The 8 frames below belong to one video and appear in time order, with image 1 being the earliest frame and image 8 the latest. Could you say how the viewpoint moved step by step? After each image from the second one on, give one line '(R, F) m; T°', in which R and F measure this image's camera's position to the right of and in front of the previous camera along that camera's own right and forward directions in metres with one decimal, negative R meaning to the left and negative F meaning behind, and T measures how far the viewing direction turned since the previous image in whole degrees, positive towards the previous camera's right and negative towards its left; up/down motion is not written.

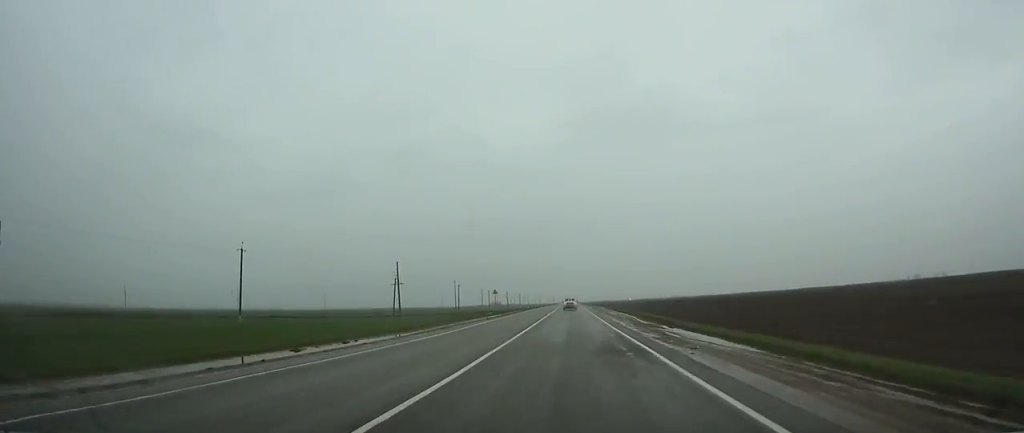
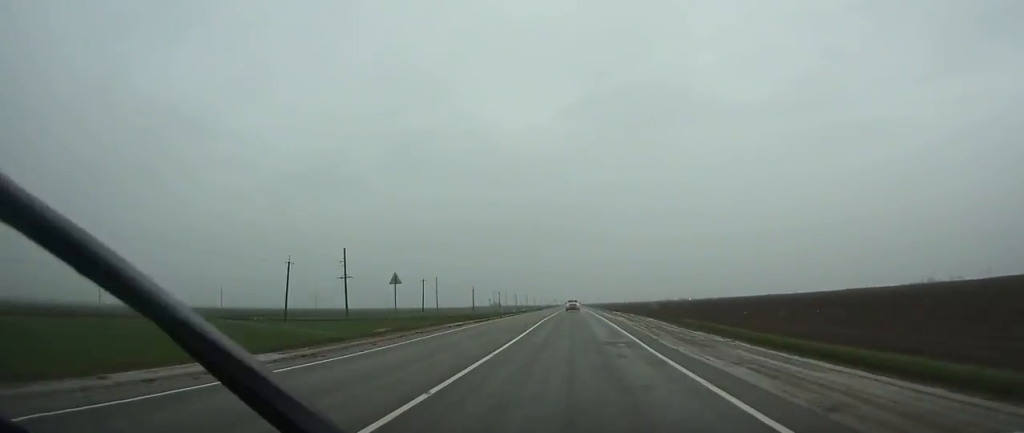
(-0.4, +49.9) m; 0°
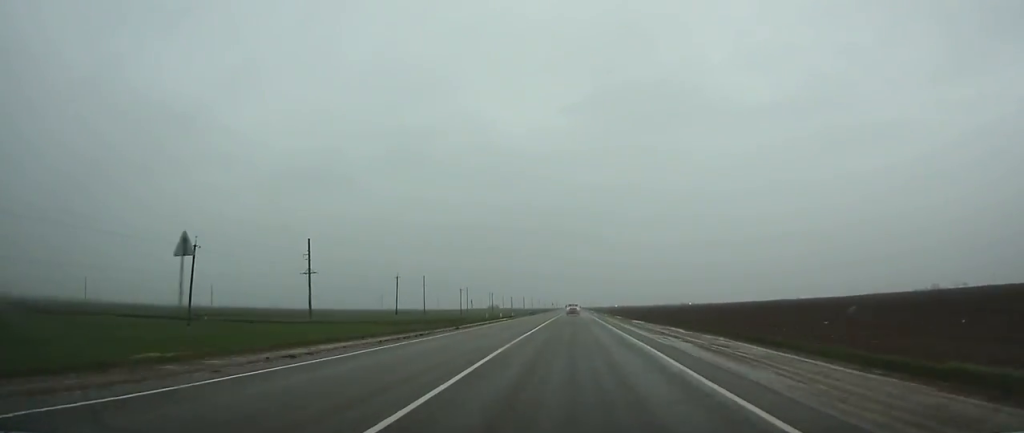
(0.0, +21.1) m; 0°
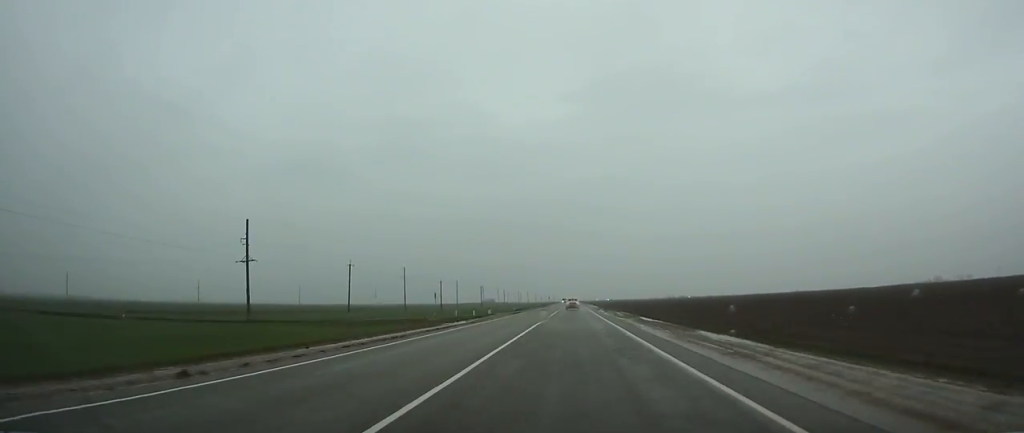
(0.0, +25.6) m; 0°
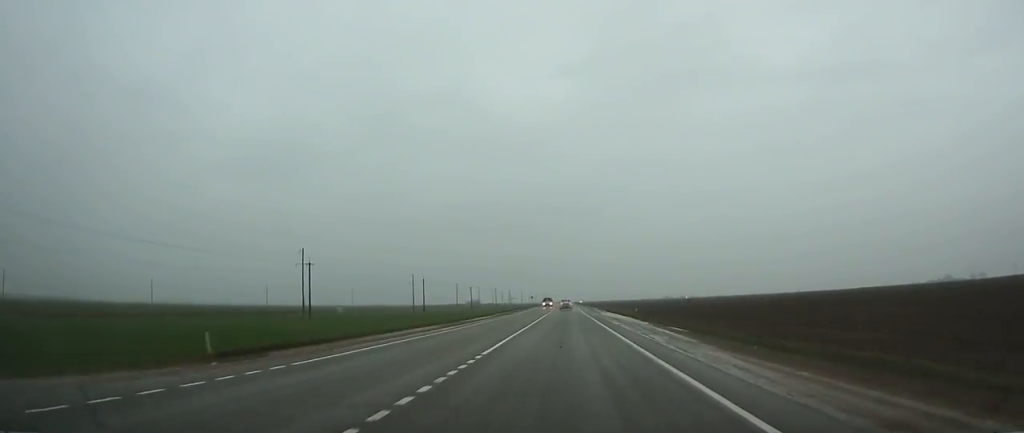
(+0.4, +78.5) m; 0°
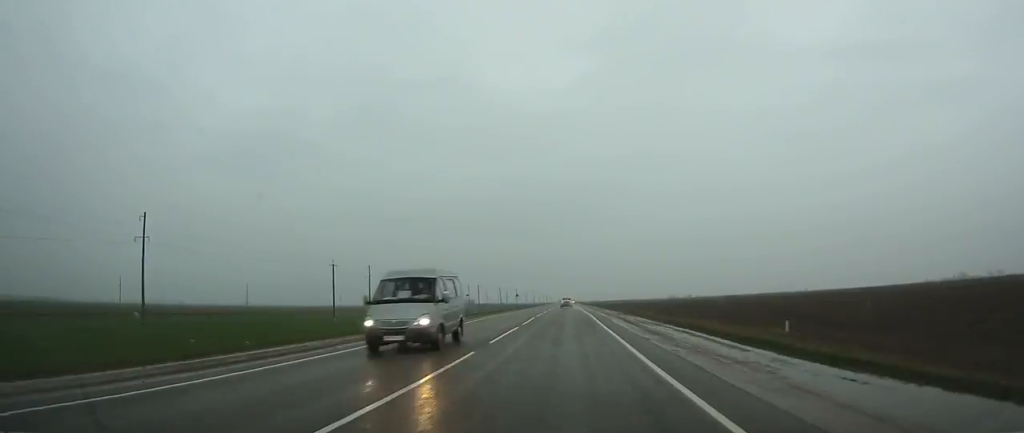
(-0.1, +56.7) m; 0°
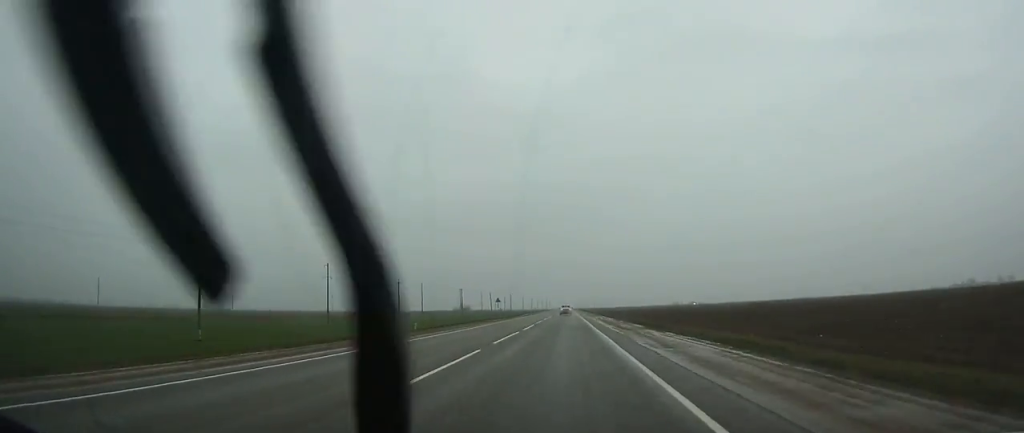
(-0.1, +34.1) m; 0°
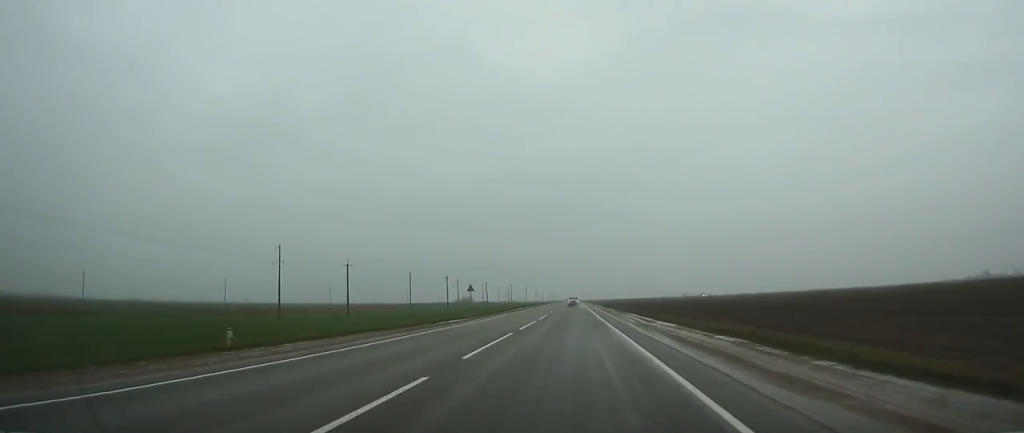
(0.0, +31.4) m; 0°
